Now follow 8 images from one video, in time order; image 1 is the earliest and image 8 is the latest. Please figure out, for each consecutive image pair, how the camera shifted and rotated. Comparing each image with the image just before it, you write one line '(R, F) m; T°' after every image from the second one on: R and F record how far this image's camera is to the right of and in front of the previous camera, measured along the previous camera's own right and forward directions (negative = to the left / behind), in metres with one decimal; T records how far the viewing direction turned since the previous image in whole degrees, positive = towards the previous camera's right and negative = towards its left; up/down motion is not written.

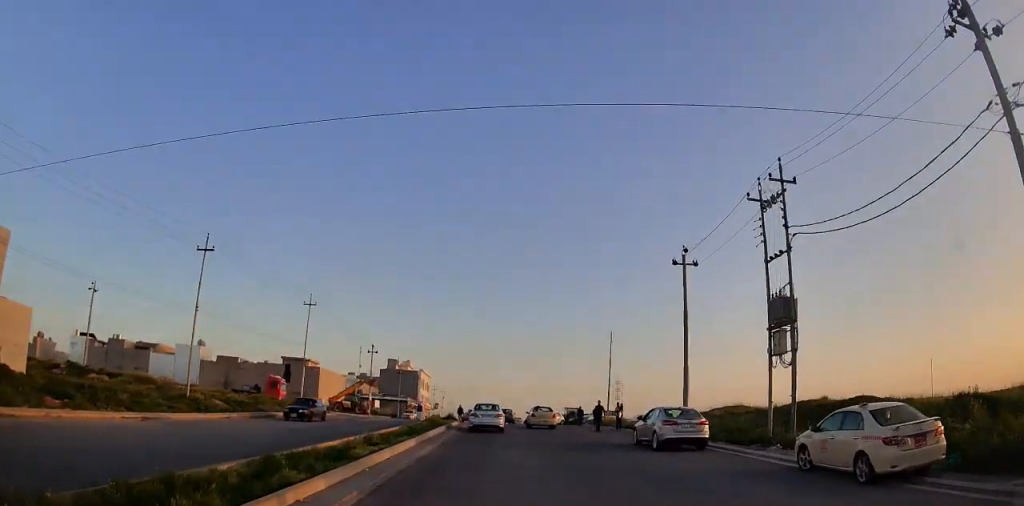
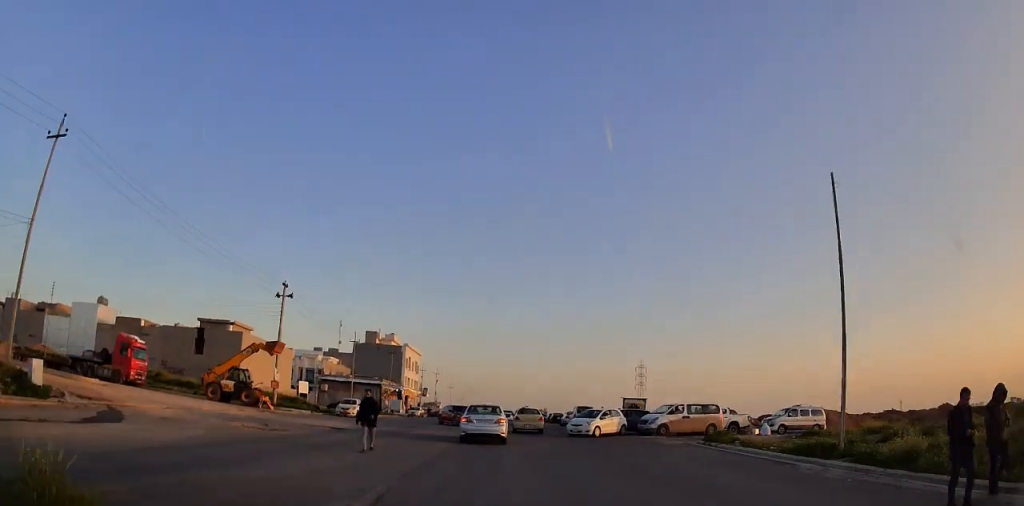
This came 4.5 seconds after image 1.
(-0.1, +23.2) m; -1°
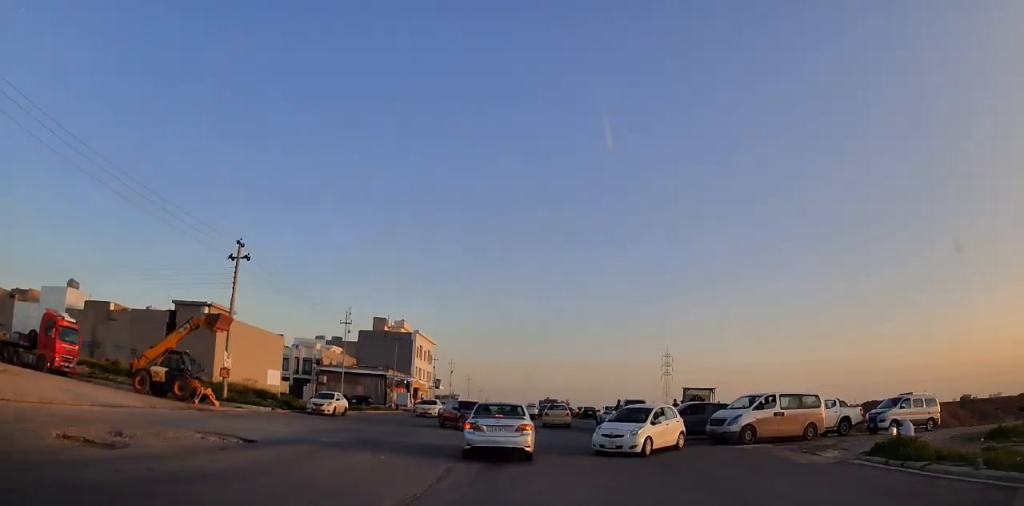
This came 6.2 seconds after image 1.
(-0.1, +6.9) m; 0°
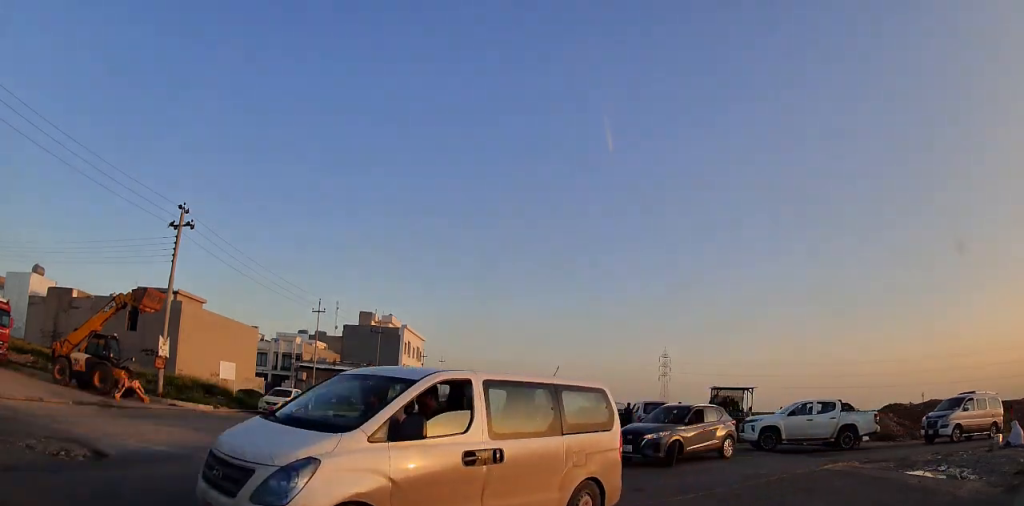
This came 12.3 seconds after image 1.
(-0.2, +16.0) m; +2°
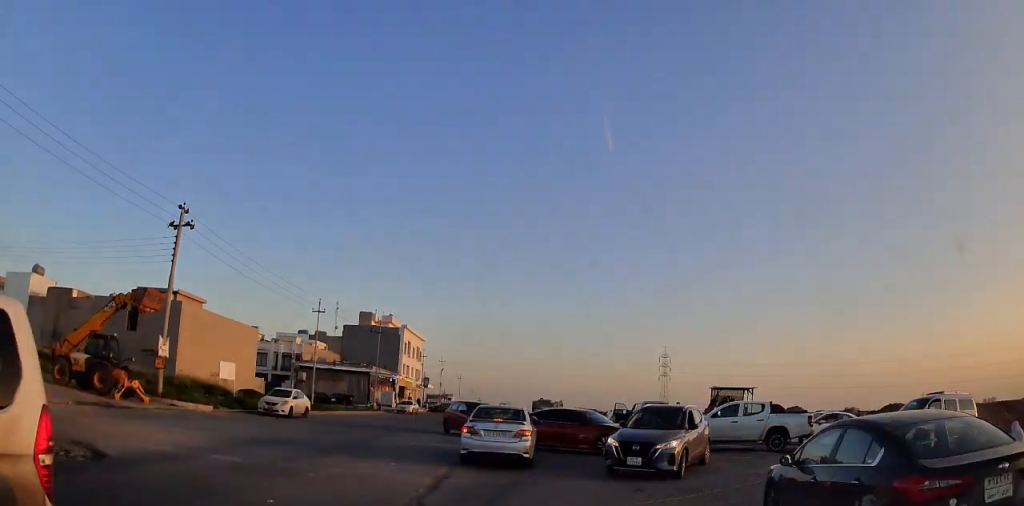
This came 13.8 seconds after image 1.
(0.0, +2.0) m; +2°
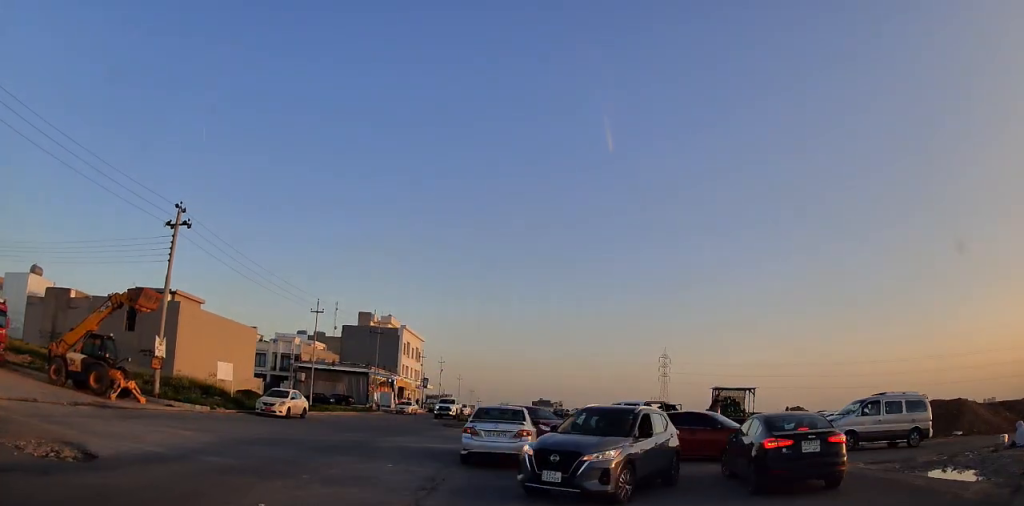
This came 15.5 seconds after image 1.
(+0.2, +1.7) m; +2°
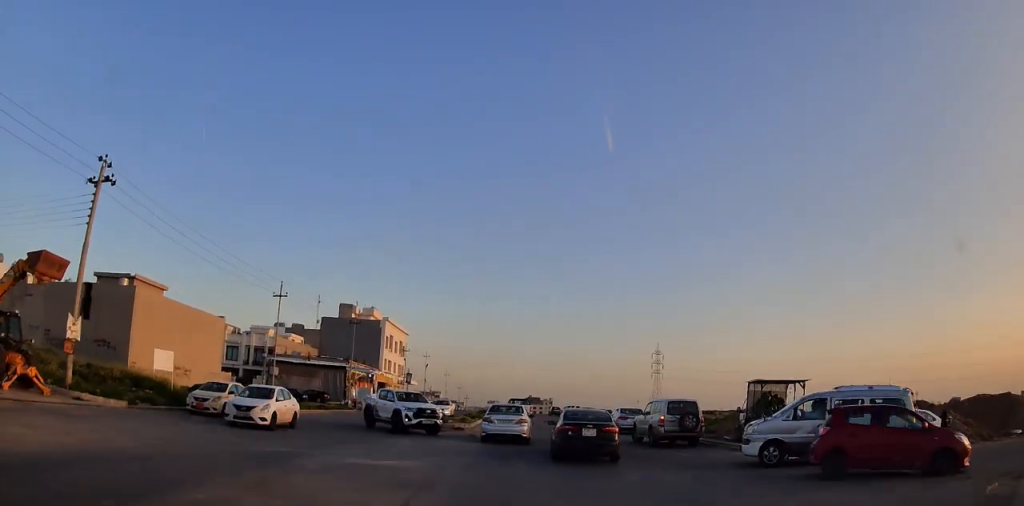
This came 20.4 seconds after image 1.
(-0.1, +8.4) m; -2°
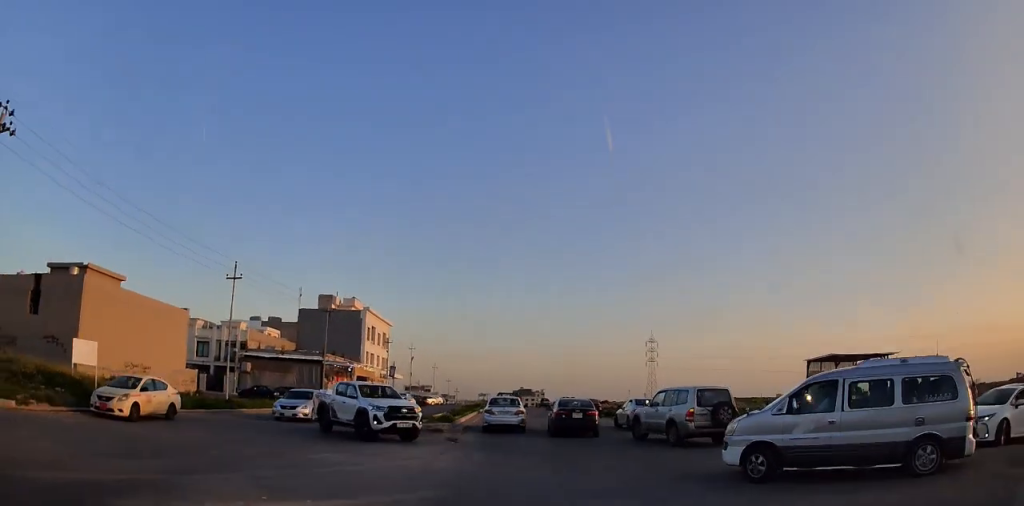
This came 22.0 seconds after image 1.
(0.0, +4.6) m; -1°
